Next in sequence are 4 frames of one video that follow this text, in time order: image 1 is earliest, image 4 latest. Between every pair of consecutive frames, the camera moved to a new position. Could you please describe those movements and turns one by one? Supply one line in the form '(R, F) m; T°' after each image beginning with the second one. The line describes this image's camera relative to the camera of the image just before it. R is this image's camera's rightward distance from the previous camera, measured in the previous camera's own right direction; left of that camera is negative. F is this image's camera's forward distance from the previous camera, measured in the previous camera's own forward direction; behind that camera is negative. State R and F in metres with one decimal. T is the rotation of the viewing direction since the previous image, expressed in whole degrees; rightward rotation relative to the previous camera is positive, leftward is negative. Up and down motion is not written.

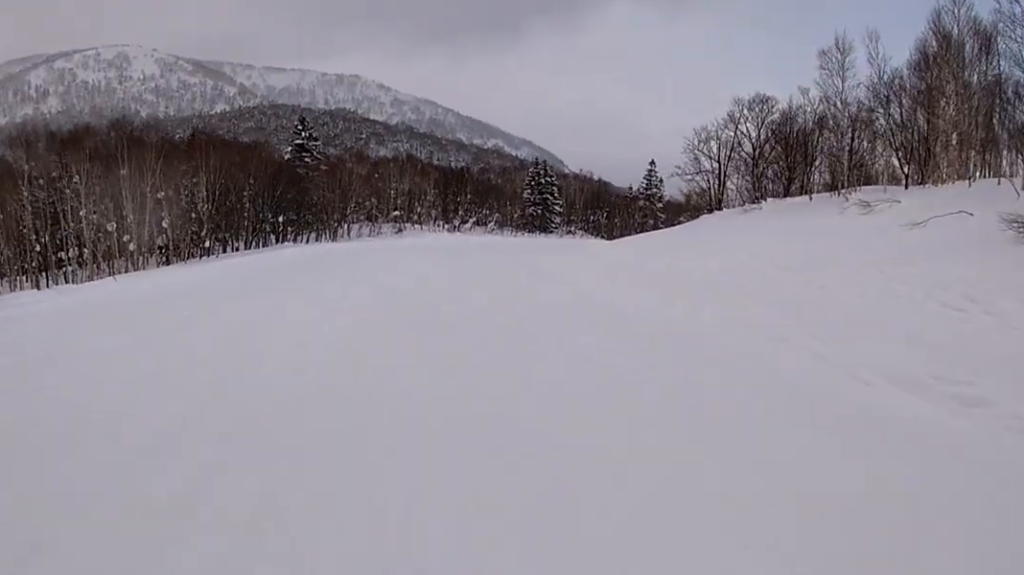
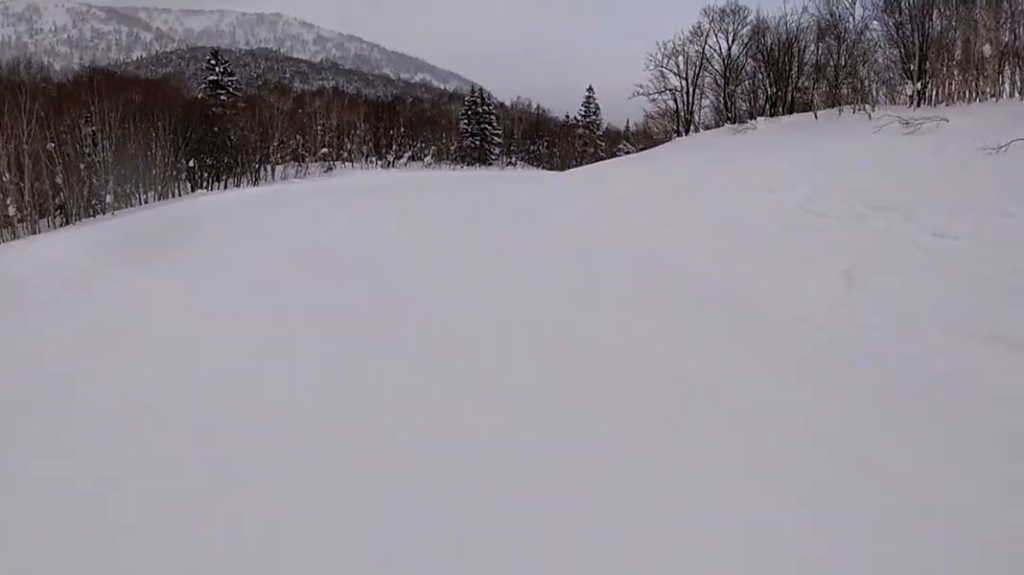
(0.0, +5.8) m; 0°
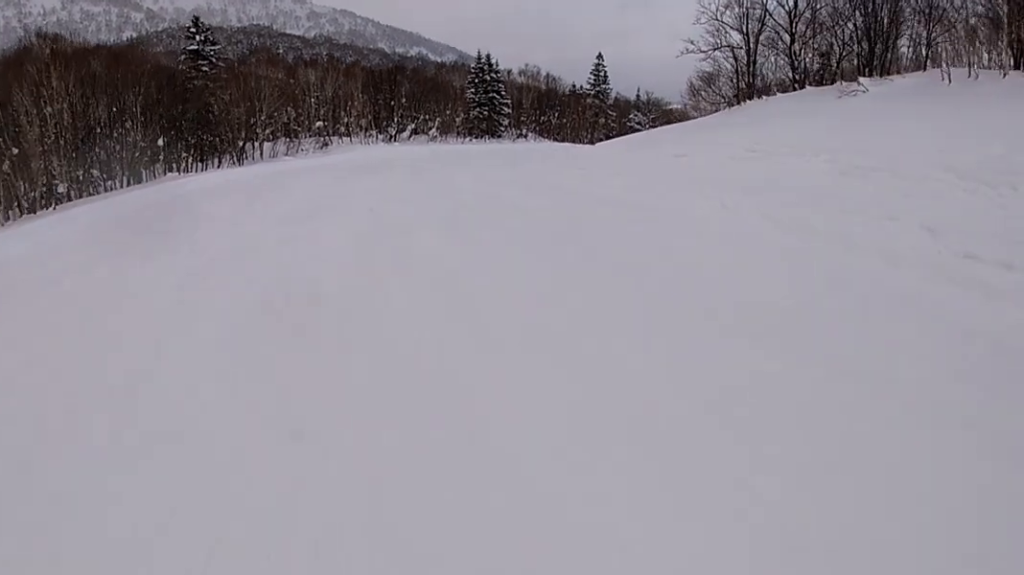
(0.0, +7.2) m; 0°
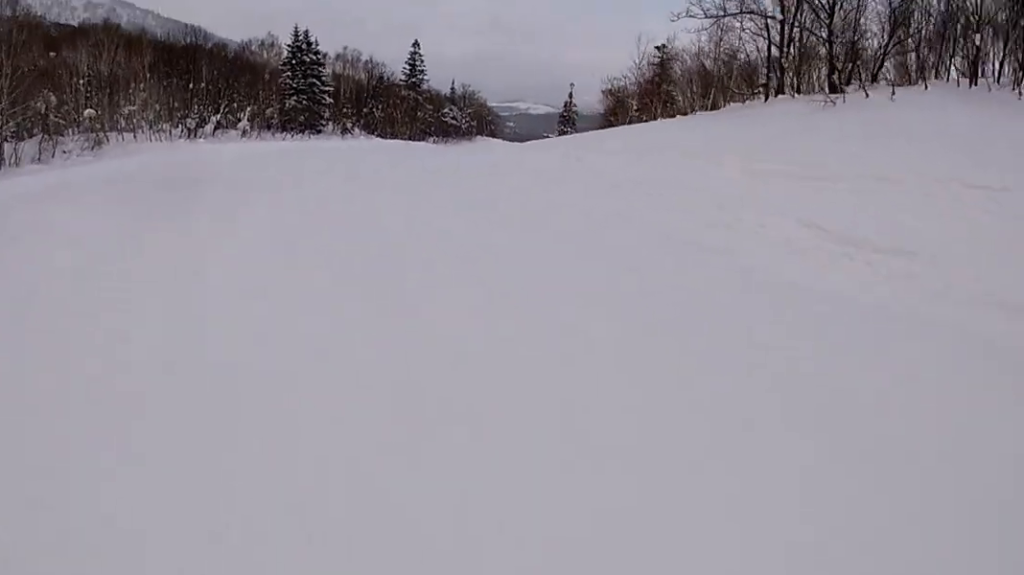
(0.0, +17.3) m; +9°
